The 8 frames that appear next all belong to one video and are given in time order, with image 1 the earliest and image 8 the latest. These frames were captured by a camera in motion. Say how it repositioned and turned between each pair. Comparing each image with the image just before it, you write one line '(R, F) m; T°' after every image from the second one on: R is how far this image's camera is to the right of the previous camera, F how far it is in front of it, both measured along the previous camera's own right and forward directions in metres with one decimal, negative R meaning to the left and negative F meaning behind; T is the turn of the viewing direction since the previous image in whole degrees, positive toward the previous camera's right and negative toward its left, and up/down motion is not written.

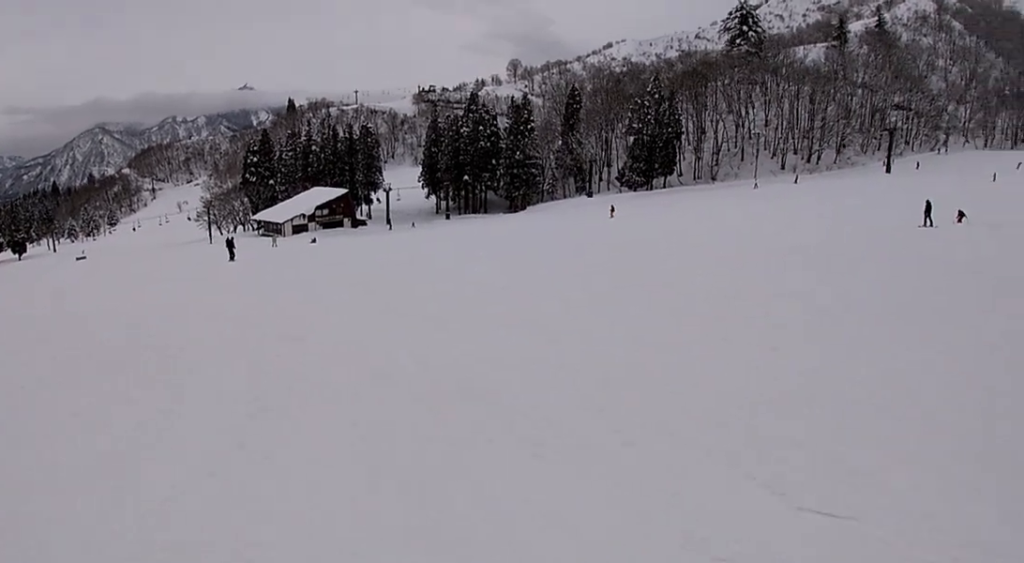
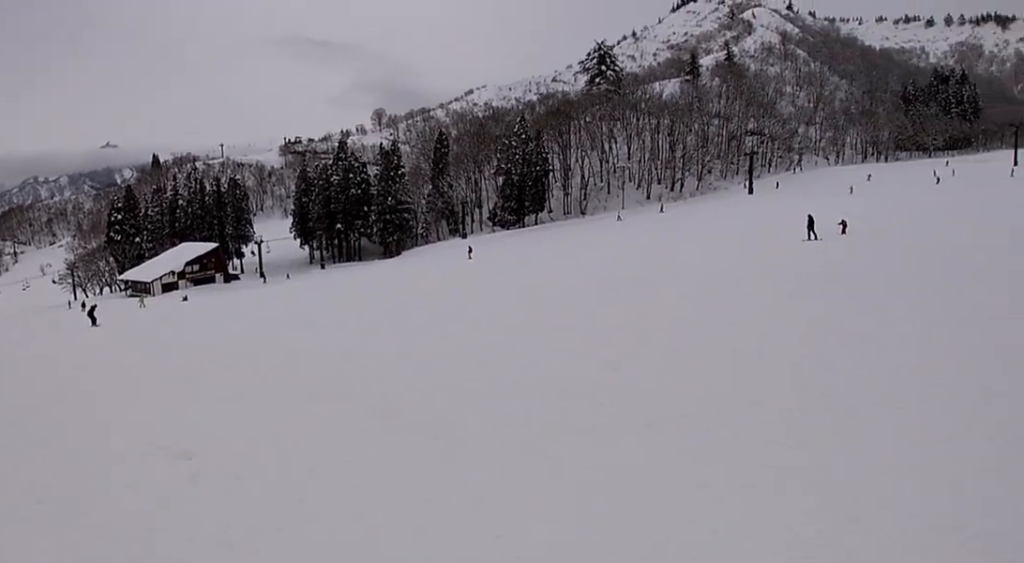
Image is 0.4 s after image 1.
(+0.3, +3.3) m; +2°
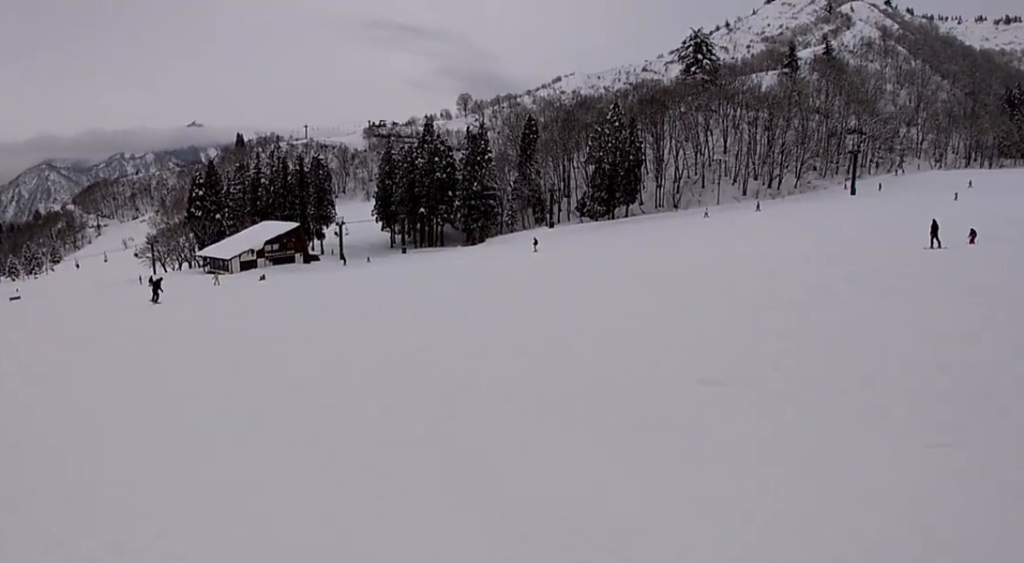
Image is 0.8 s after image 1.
(+0.3, +3.3) m; 0°
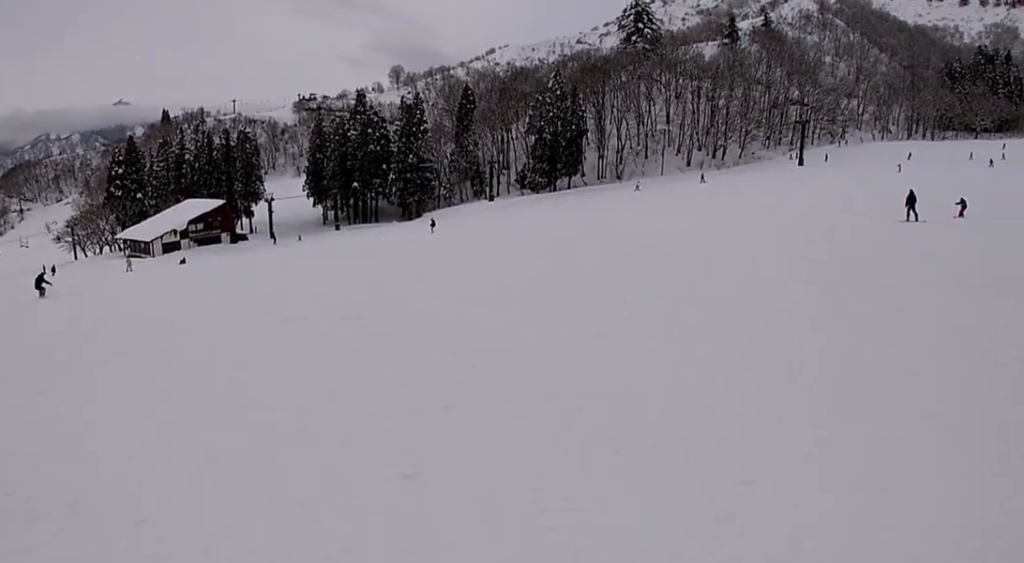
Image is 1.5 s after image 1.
(-0.1, +5.6) m; -4°
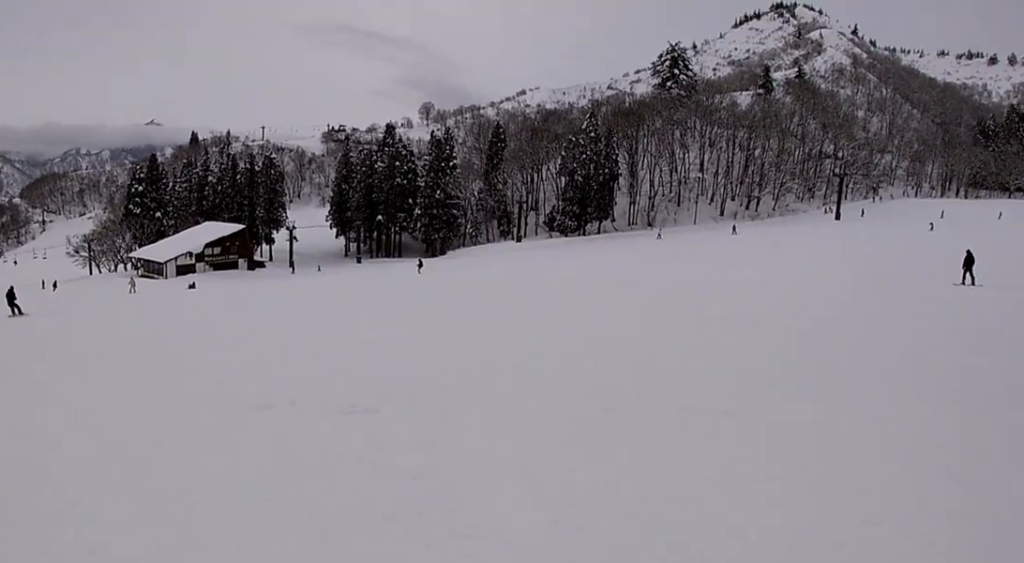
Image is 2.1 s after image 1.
(-0.2, +4.5) m; -5°
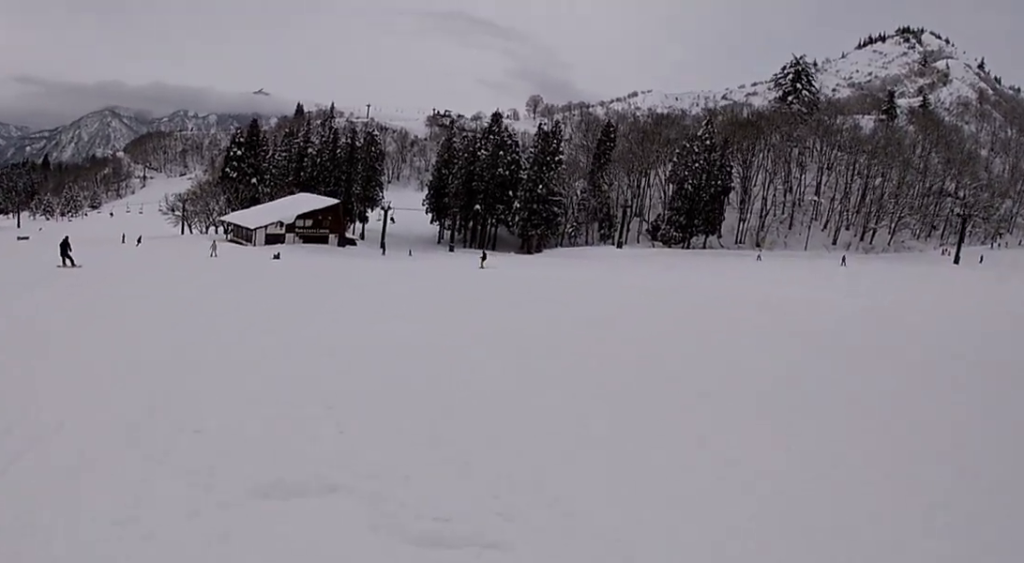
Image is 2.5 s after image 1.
(-0.2, +3.4) m; 0°
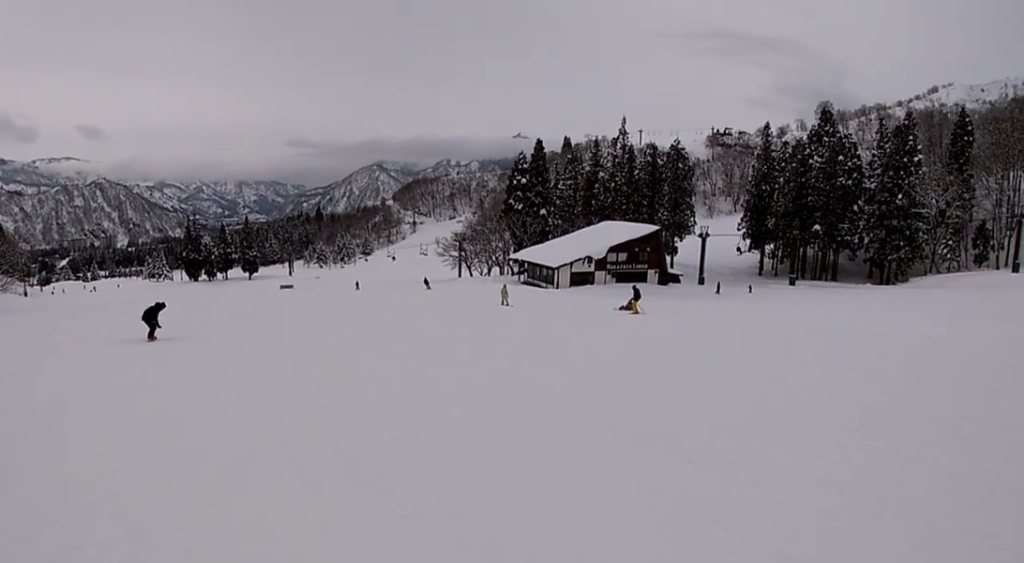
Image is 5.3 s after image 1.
(-6.6, +20.7) m; -28°
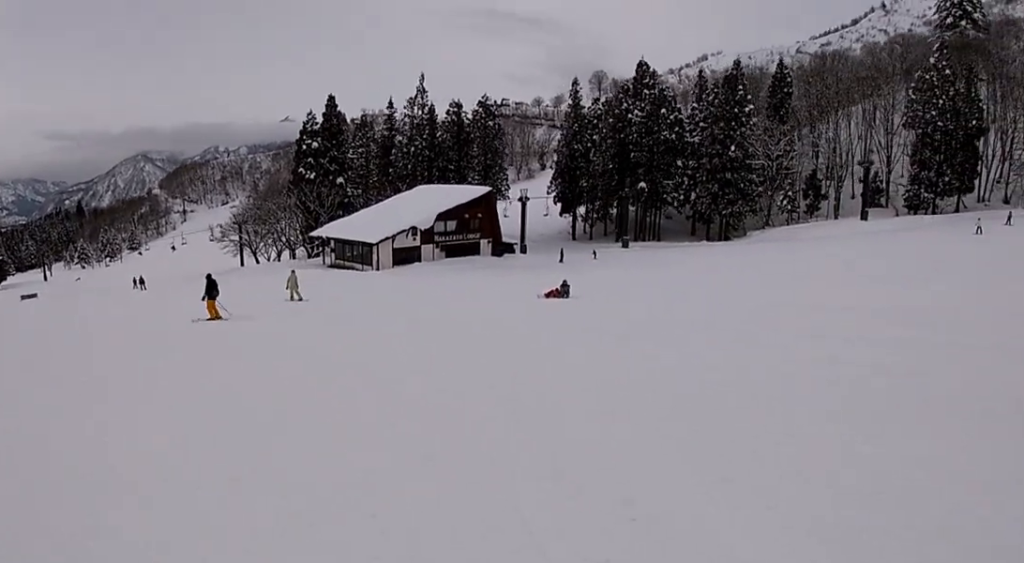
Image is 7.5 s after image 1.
(+6.0, +16.9) m; +20°
